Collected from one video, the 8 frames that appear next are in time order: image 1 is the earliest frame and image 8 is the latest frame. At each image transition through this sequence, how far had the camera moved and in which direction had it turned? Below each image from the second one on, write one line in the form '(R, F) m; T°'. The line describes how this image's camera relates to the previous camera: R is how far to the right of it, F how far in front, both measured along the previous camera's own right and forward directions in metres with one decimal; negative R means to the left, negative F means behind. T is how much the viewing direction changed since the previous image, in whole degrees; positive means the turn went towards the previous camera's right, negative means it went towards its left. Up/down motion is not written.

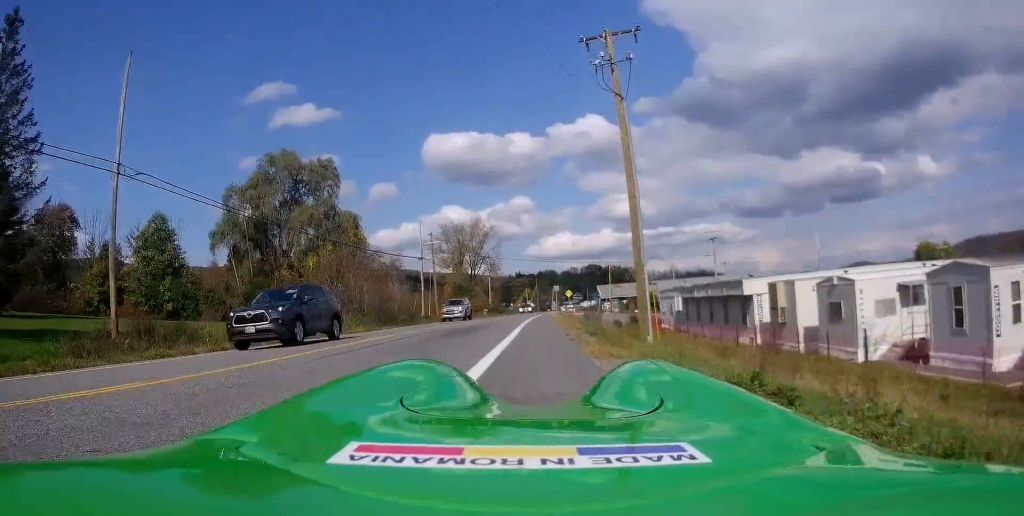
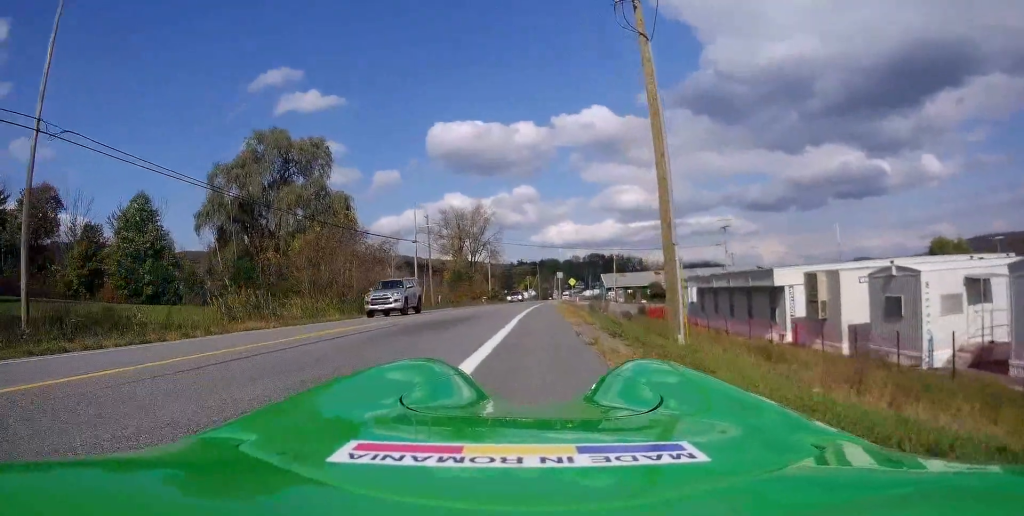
(0.0, +4.1) m; 0°
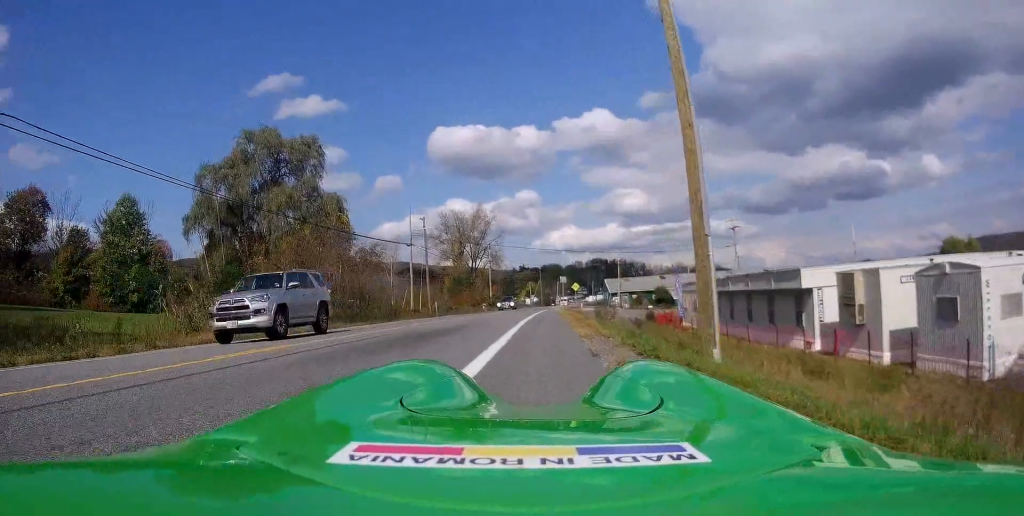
(0.0, +3.1) m; 0°
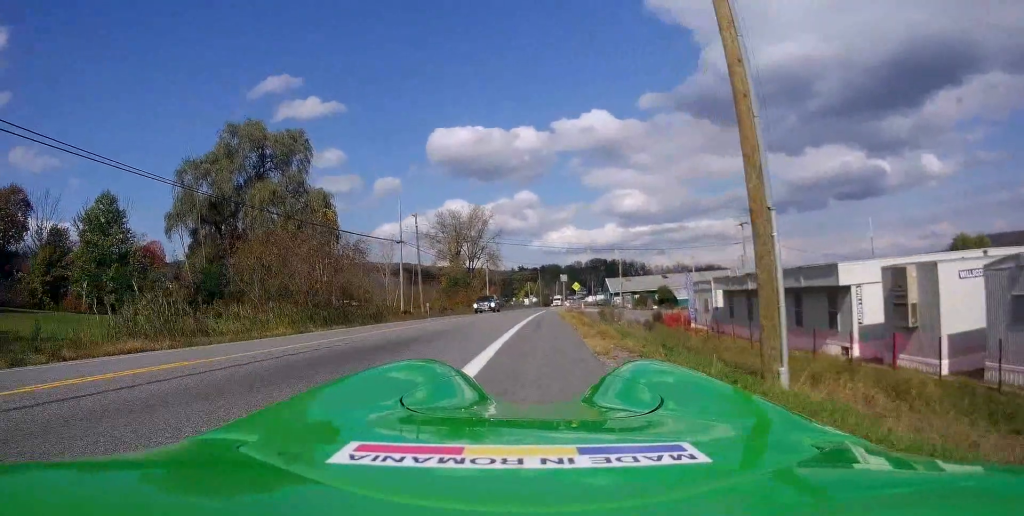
(0.0, +3.6) m; 0°
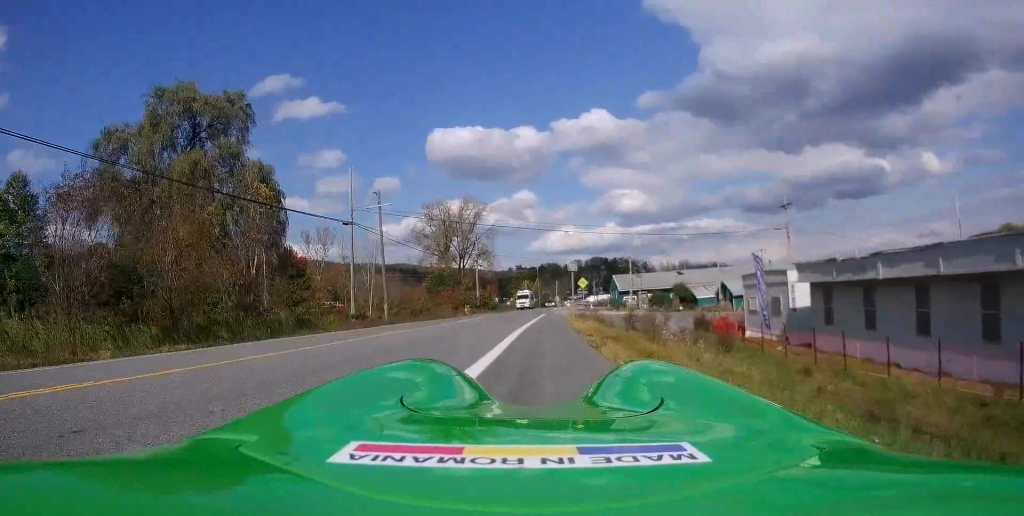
(0.0, +14.1) m; +1°
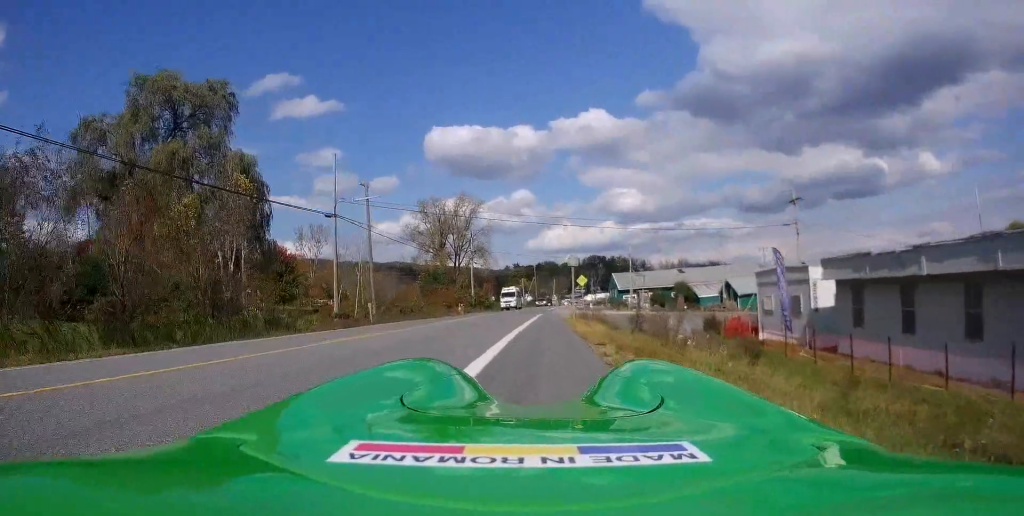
(-0.1, +2.9) m; +2°
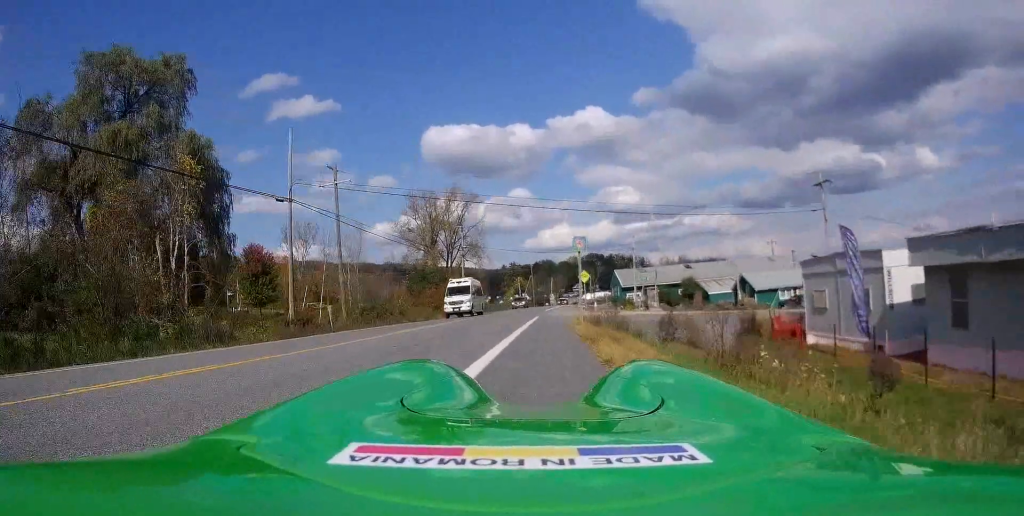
(+0.4, +6.7) m; +1°
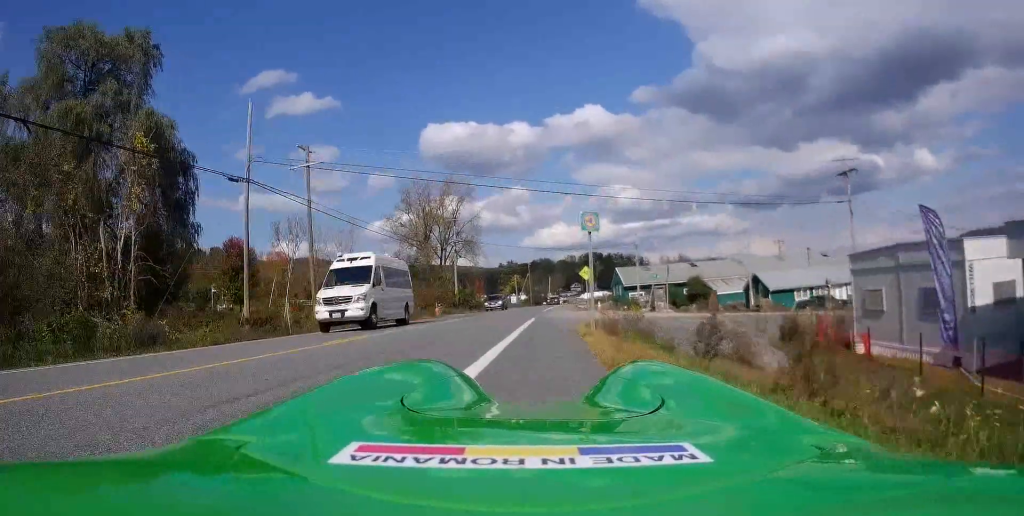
(-0.2, +4.8) m; -2°
